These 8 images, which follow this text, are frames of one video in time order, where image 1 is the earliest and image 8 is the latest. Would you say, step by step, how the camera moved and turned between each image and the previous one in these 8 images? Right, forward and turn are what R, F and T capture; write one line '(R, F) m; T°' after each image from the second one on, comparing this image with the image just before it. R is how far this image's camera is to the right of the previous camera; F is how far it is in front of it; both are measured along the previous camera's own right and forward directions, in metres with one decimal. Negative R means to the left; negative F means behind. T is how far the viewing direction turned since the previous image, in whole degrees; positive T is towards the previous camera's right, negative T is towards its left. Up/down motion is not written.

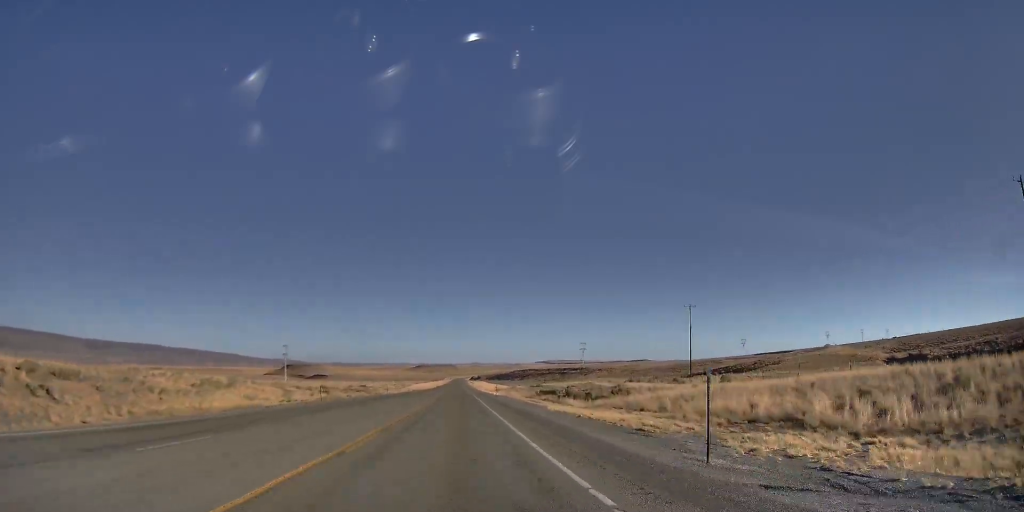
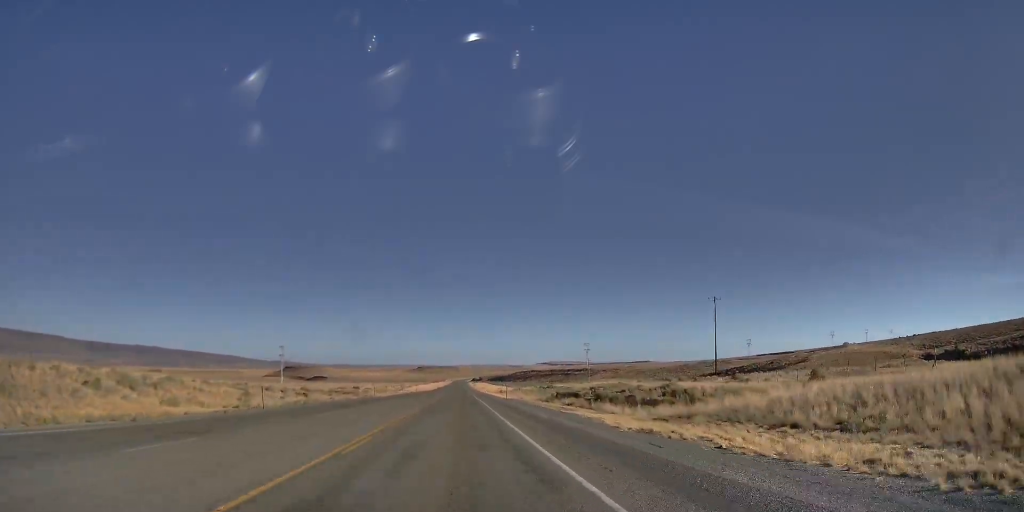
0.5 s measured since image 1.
(-0.3, +15.8) m; 0°
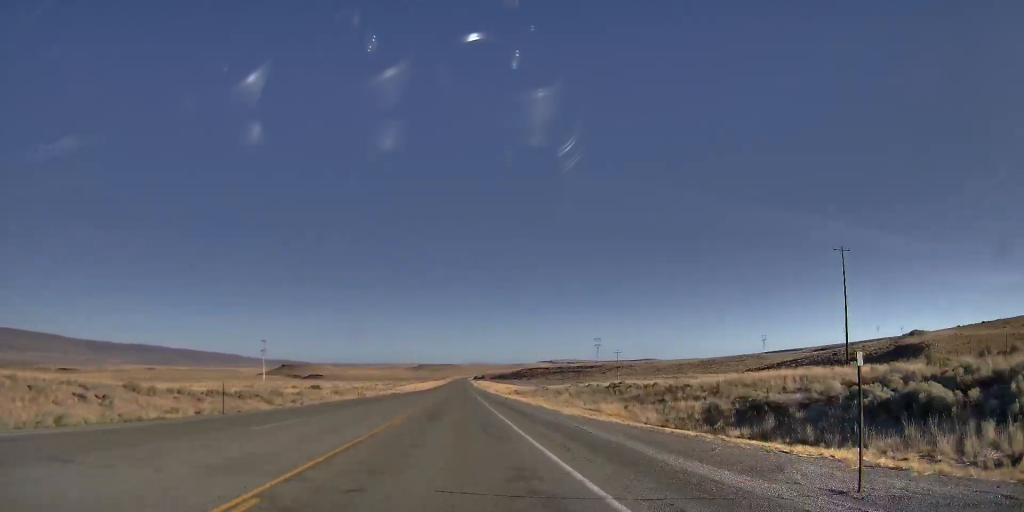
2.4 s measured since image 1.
(+1.6, +53.4) m; +3°
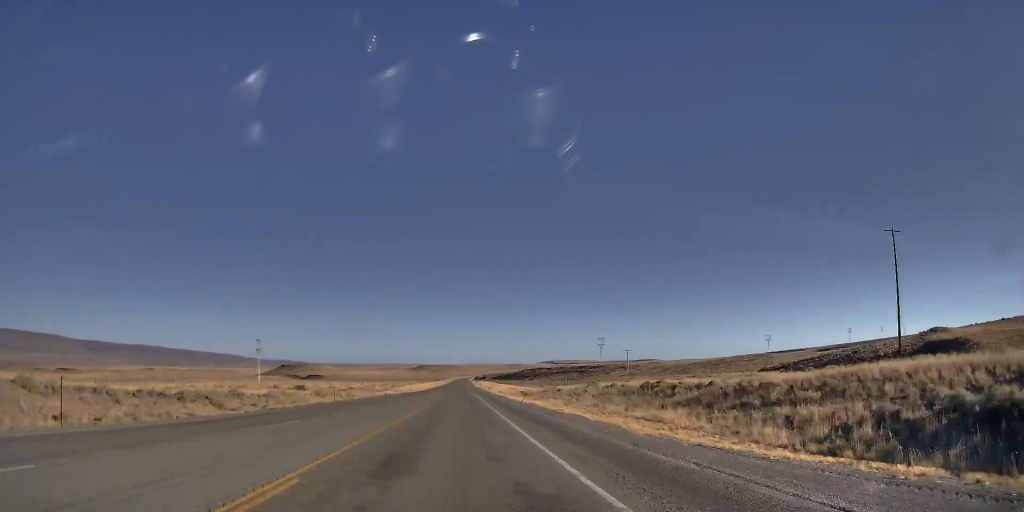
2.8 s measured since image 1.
(0.0, +12.6) m; -1°
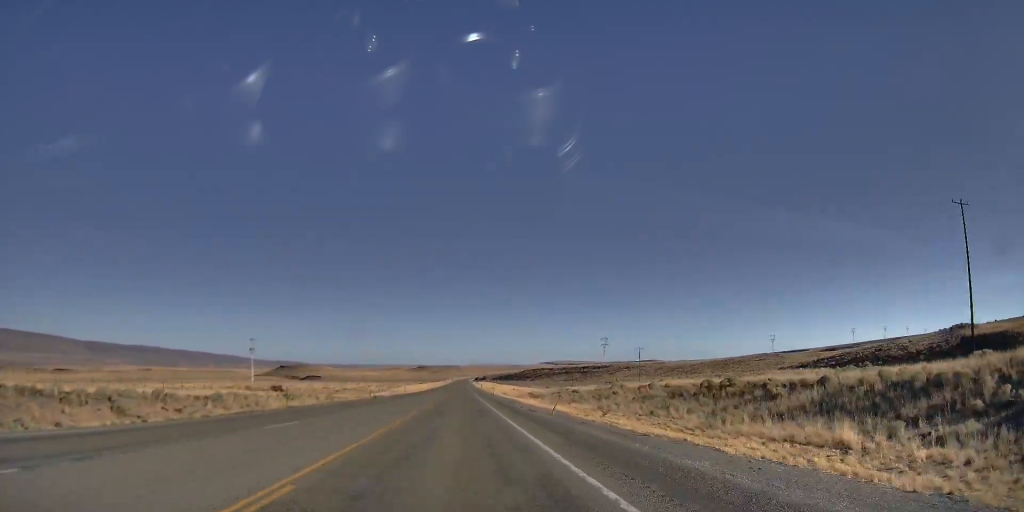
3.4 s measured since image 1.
(+0.1, +14.3) m; -1°
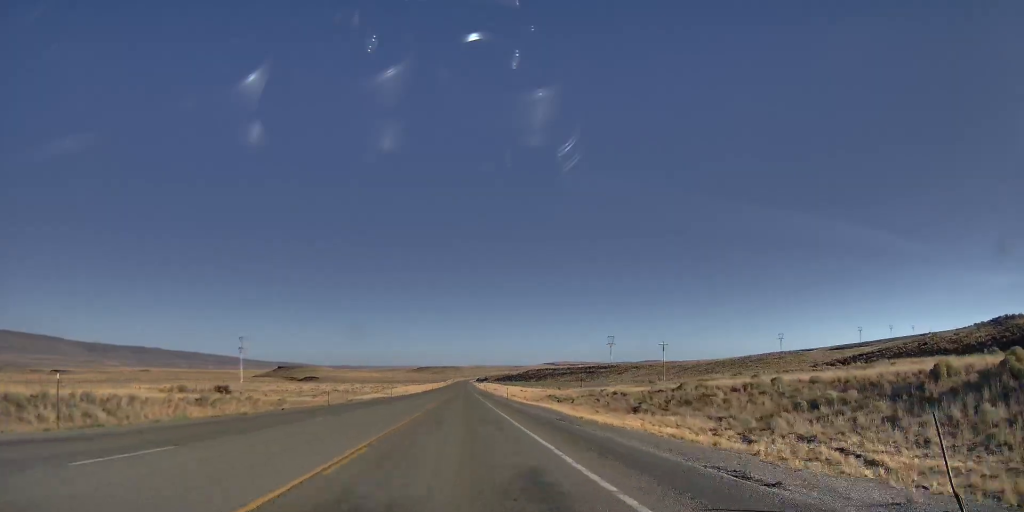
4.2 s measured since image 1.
(-0.5, +20.6) m; 0°
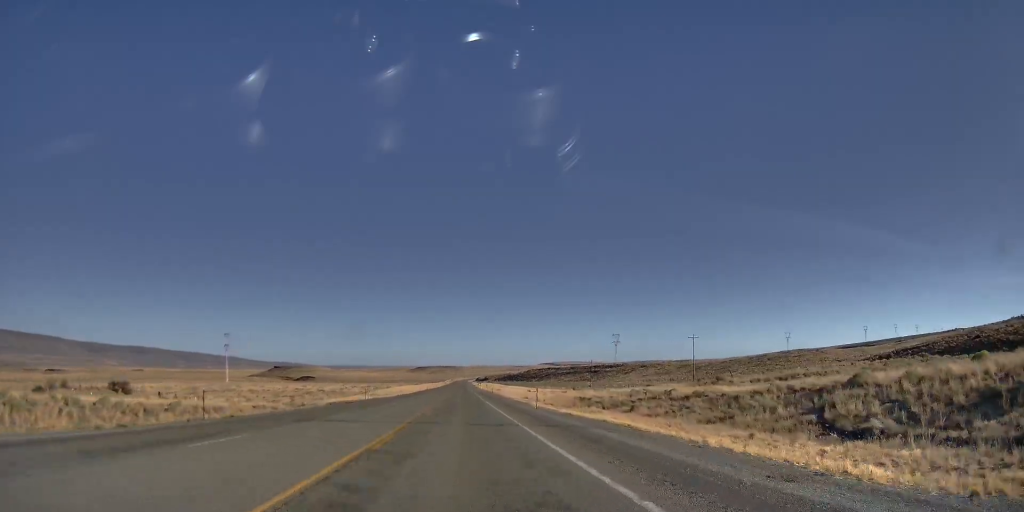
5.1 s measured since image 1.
(+0.2, +19.1) m; +1°
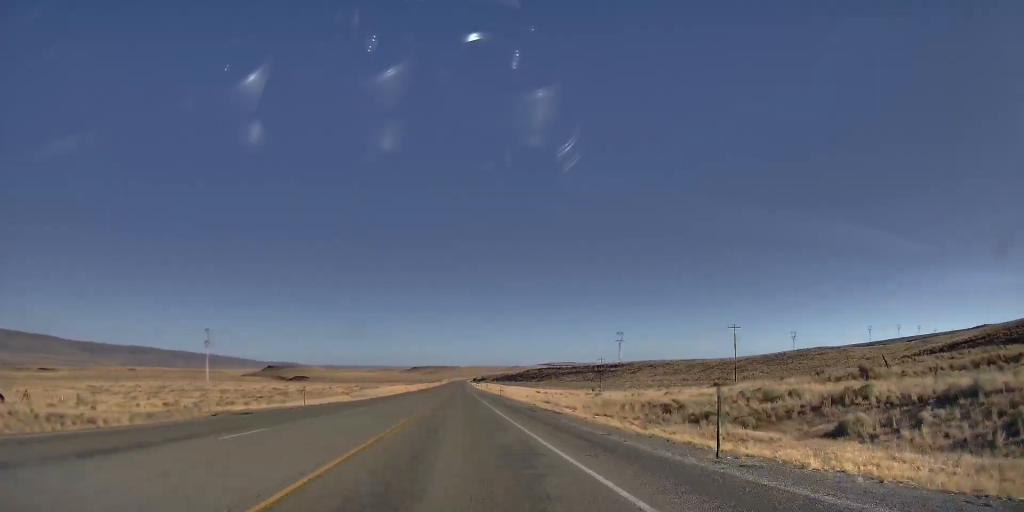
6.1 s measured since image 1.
(+0.1, +20.7) m; -1°
